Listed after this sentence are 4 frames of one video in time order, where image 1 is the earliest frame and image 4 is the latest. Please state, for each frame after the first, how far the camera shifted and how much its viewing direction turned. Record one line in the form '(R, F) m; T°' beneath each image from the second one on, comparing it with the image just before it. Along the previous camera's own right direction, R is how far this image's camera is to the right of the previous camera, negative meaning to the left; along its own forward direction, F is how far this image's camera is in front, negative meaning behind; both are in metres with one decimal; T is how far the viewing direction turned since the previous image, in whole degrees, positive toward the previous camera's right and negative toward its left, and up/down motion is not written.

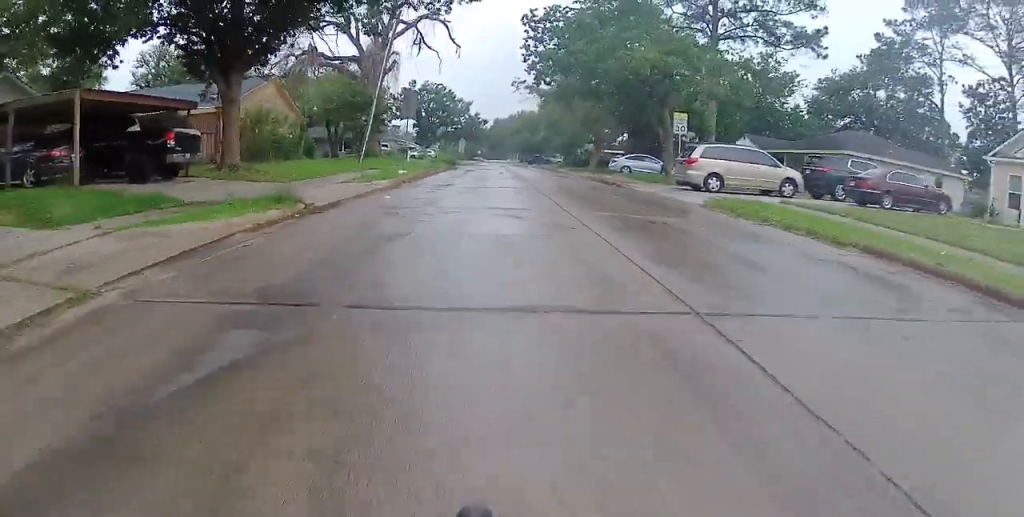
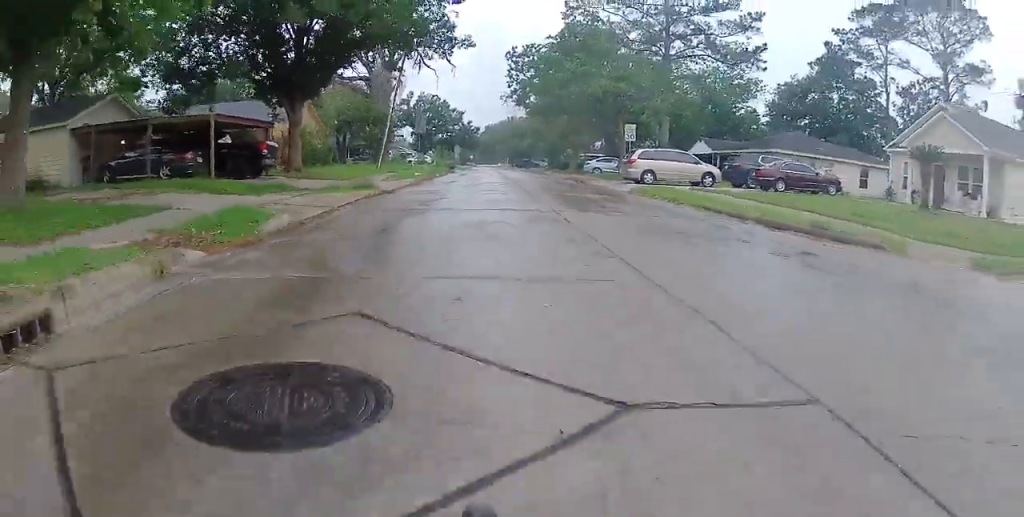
(+0.1, +7.4) m; +1°
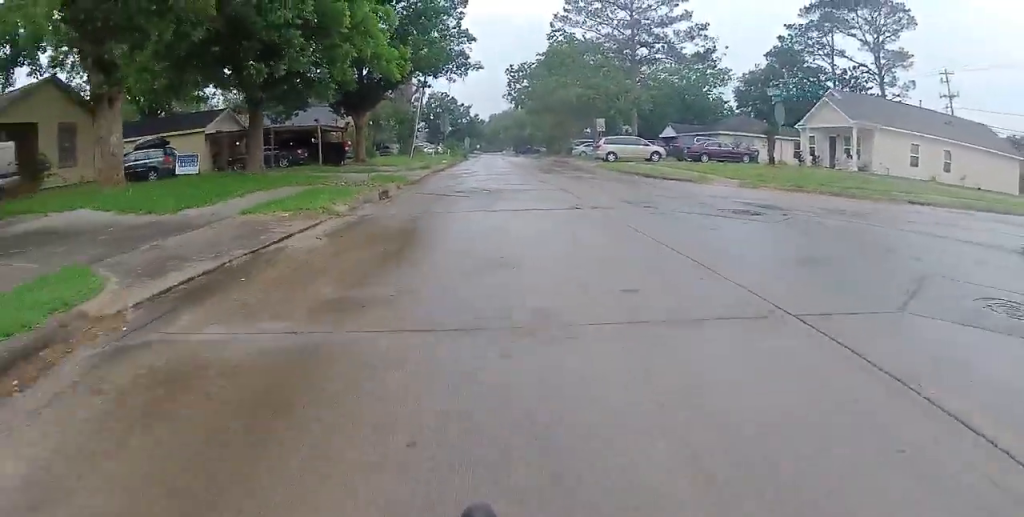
(0.0, +11.1) m; 0°
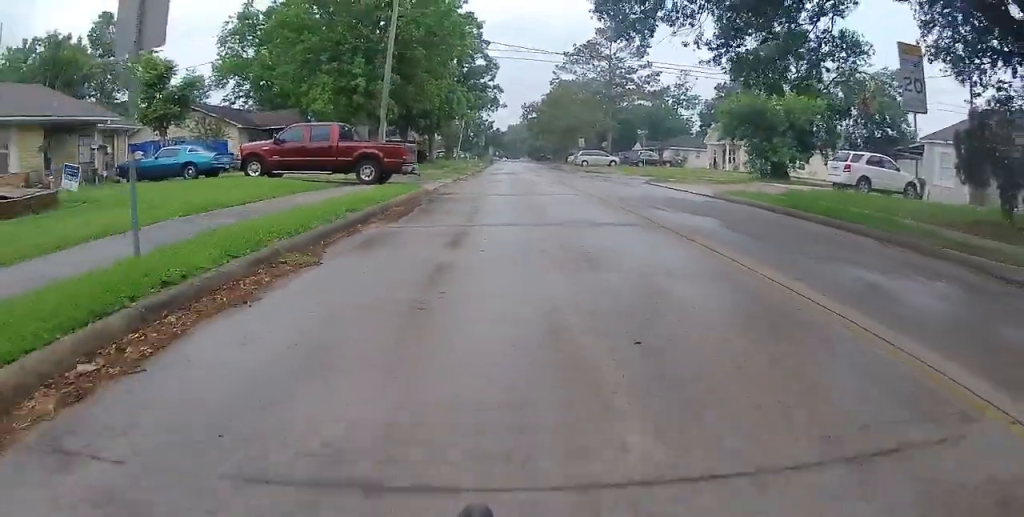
(0.0, +23.2) m; +4°
